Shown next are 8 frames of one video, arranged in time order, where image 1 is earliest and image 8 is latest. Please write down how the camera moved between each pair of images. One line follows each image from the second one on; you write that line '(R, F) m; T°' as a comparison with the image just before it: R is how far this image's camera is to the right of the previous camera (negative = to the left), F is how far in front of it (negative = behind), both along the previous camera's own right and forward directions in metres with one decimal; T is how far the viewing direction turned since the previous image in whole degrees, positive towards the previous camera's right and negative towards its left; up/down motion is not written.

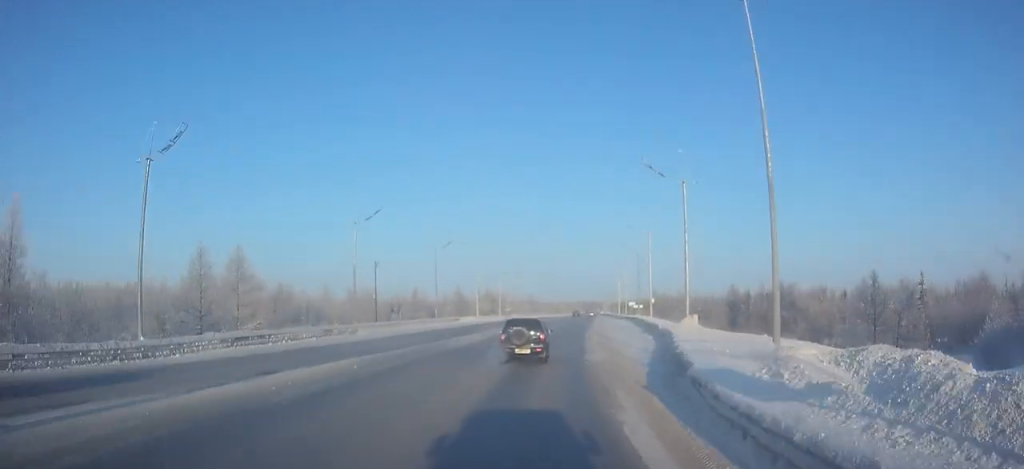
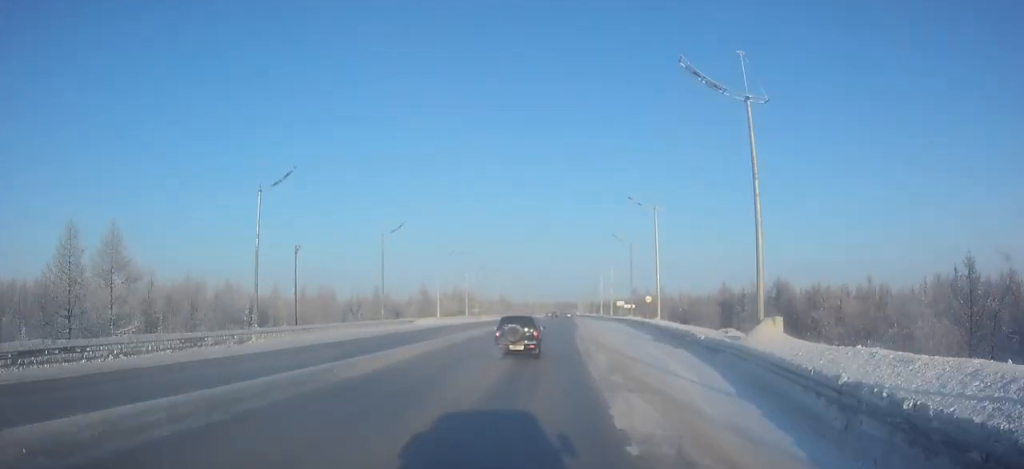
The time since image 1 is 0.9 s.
(+0.3, +14.9) m; +2°
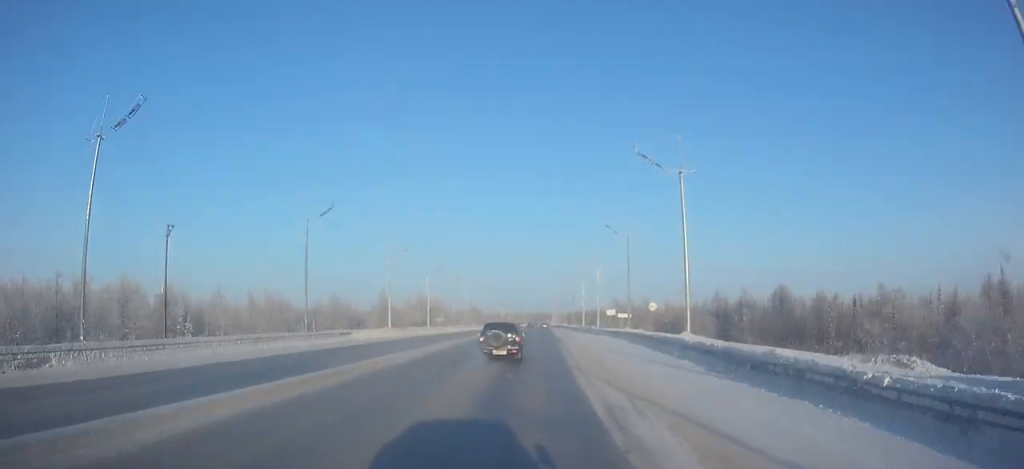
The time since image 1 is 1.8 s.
(+0.2, +15.0) m; +1°
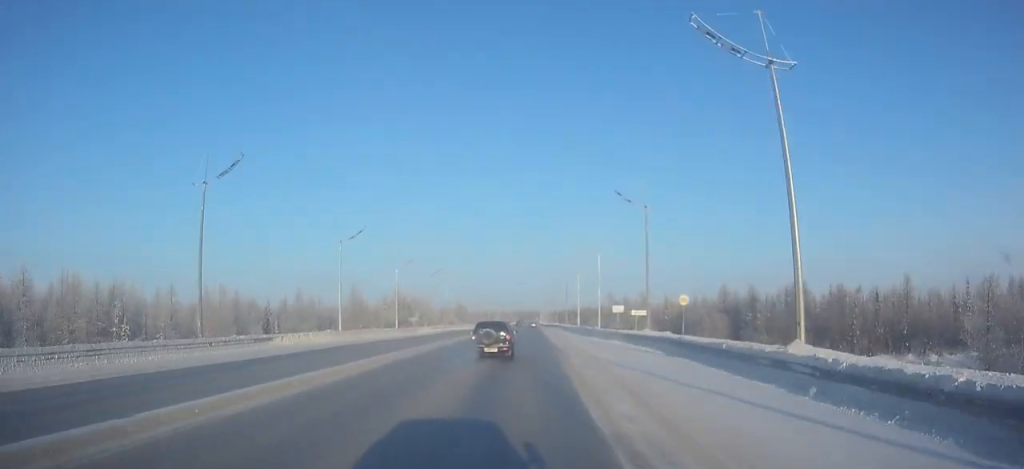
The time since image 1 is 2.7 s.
(+0.1, +14.6) m; 0°
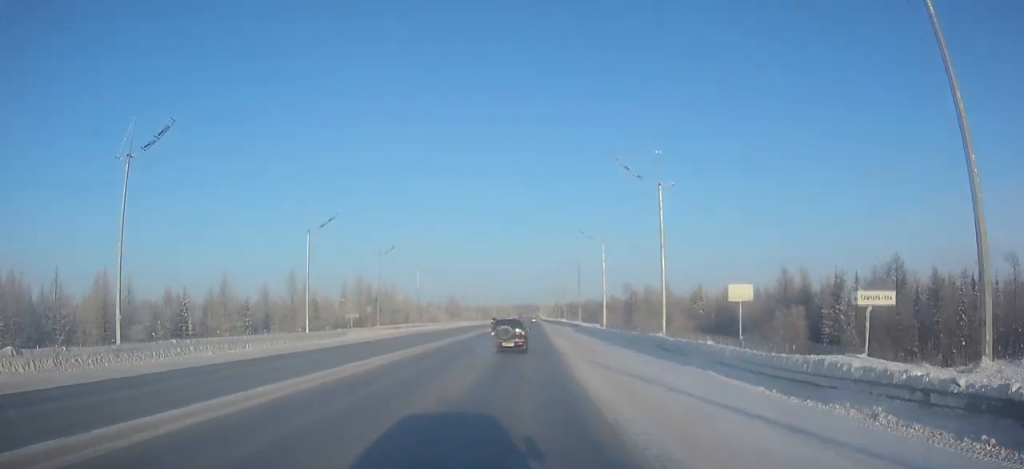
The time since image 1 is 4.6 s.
(0.0, +32.8) m; 0°
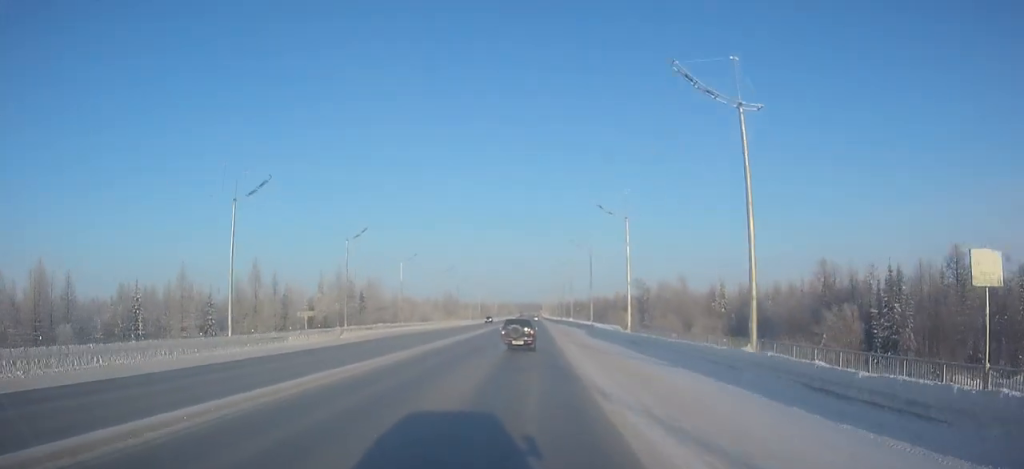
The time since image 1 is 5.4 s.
(0.0, +13.8) m; 0°
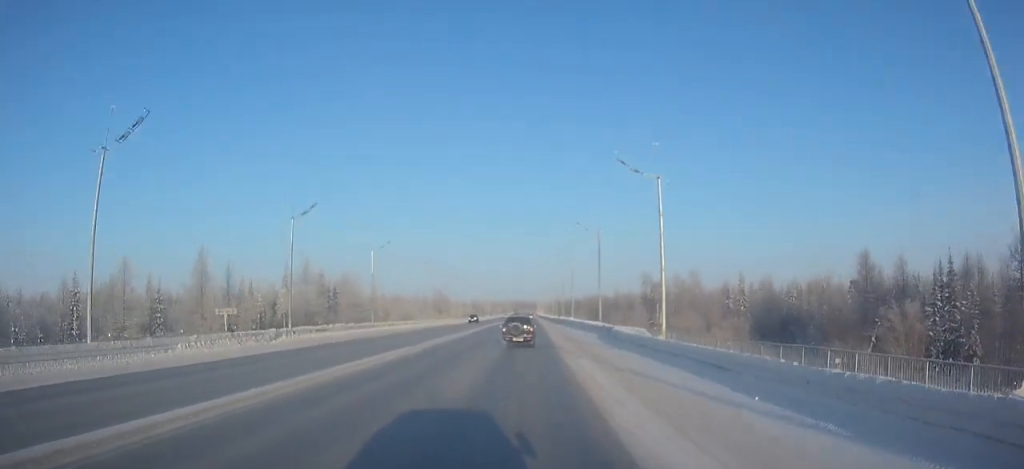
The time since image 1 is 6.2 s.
(0.0, +13.3) m; 0°
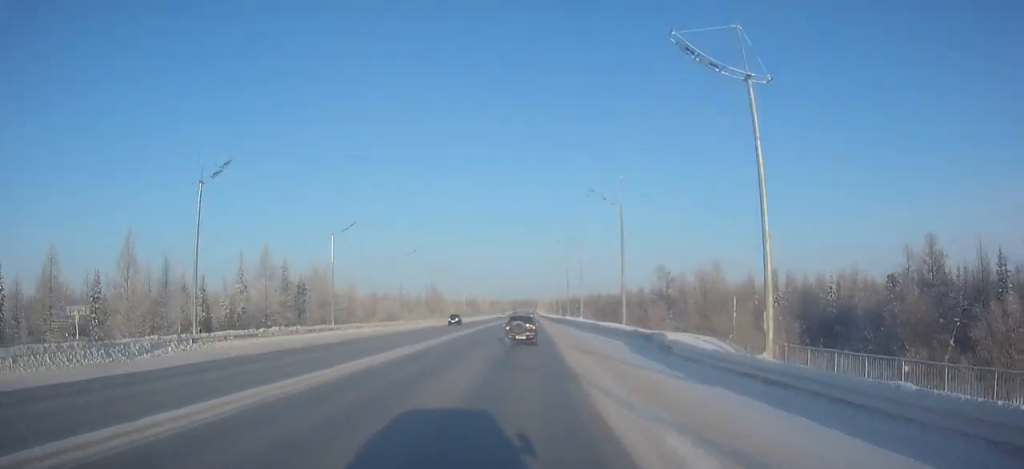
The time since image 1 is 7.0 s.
(0.0, +14.6) m; 0°
